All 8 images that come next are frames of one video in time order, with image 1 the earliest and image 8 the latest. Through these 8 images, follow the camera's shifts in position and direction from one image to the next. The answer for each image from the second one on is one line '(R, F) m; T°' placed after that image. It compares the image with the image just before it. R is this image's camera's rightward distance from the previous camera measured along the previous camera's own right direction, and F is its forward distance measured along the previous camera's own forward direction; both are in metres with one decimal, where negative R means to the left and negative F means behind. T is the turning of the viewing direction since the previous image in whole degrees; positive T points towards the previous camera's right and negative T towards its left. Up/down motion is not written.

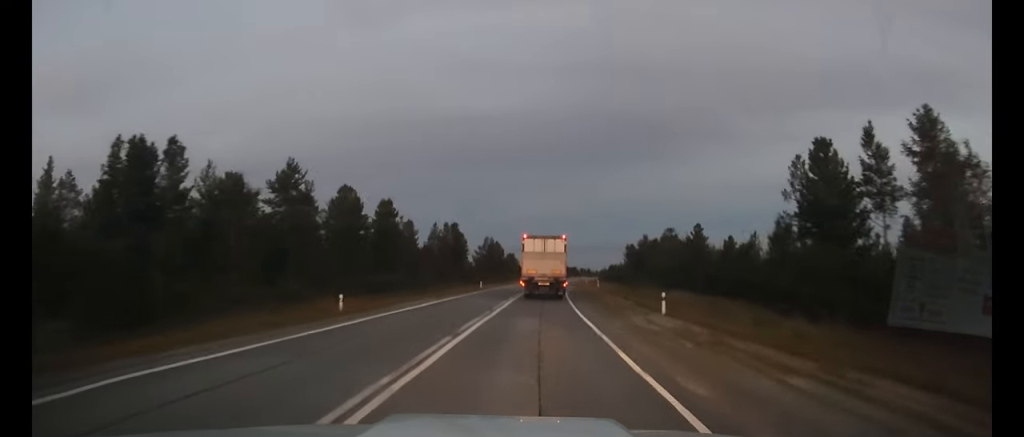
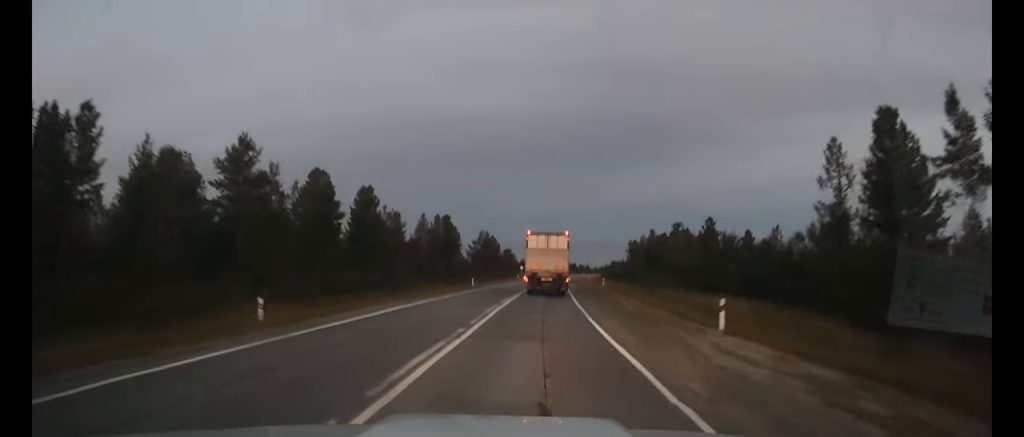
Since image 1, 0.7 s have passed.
(0.0, +7.8) m; 0°
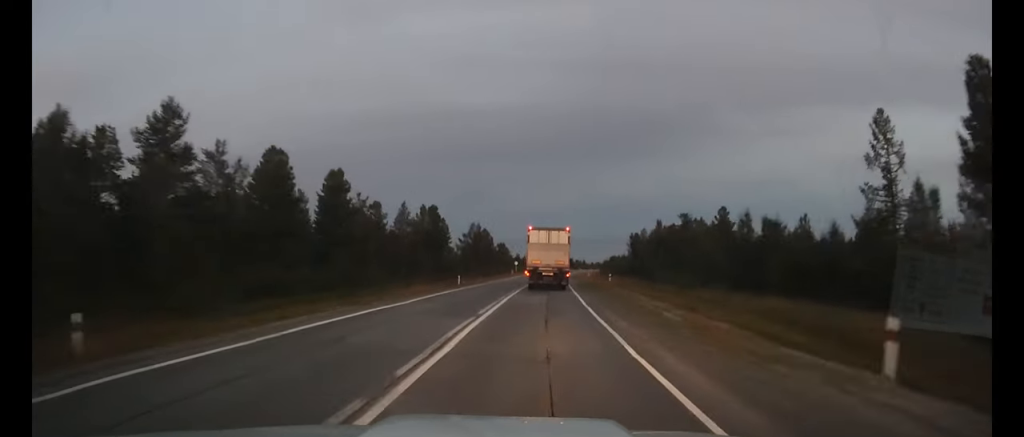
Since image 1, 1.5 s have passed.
(0.0, +8.7) m; 0°
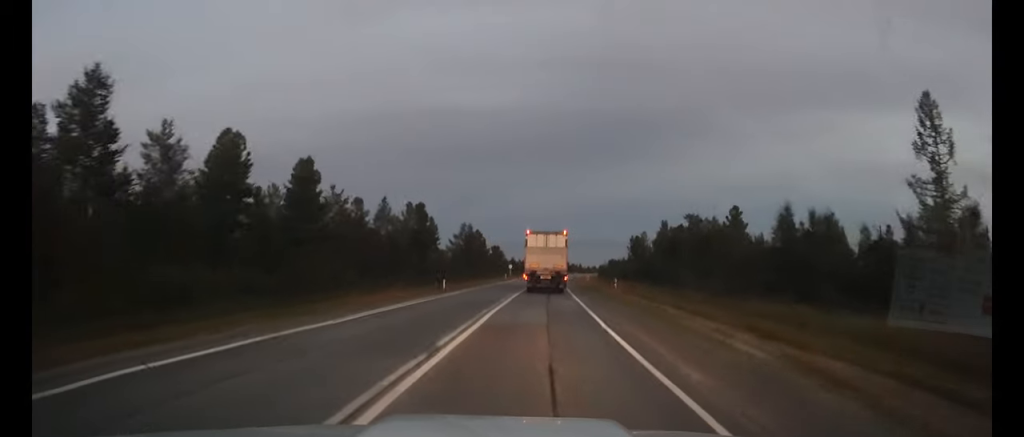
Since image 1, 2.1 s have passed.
(0.0, +6.9) m; 0°
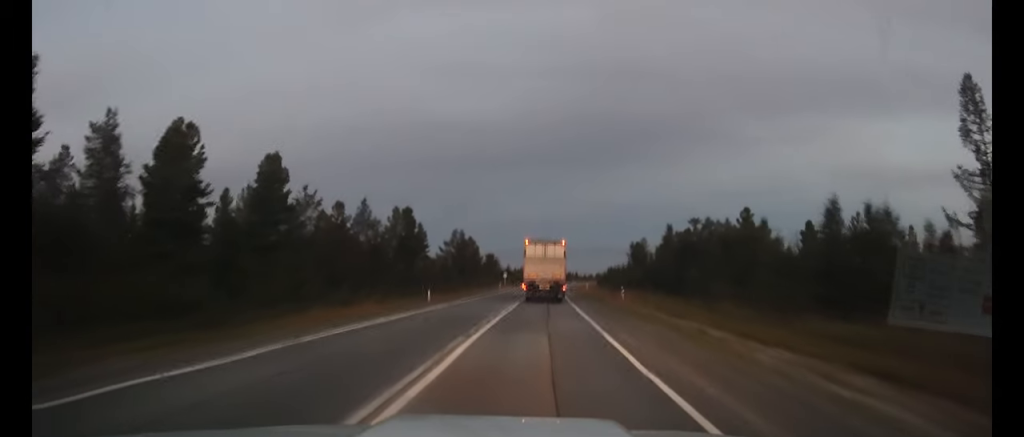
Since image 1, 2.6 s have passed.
(0.0, +5.8) m; 0°
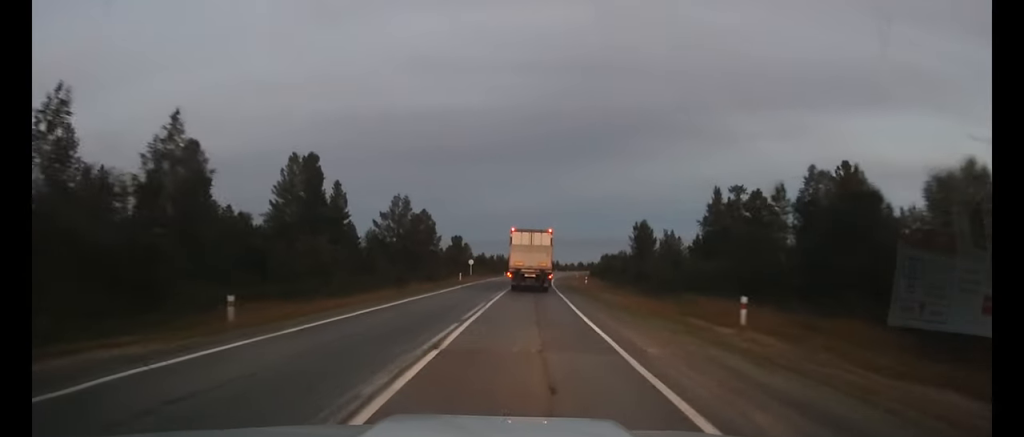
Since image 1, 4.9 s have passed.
(+0.4, +28.3) m; +2°
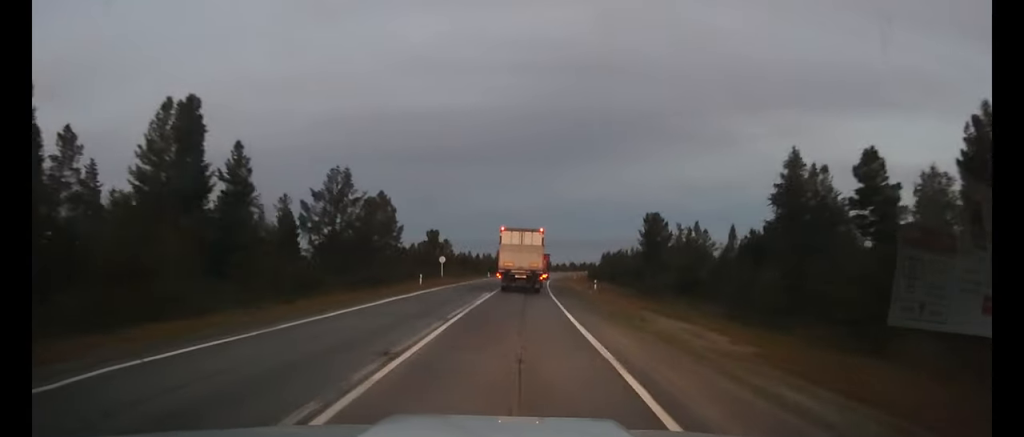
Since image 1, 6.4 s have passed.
(+0.2, +17.9) m; +1°
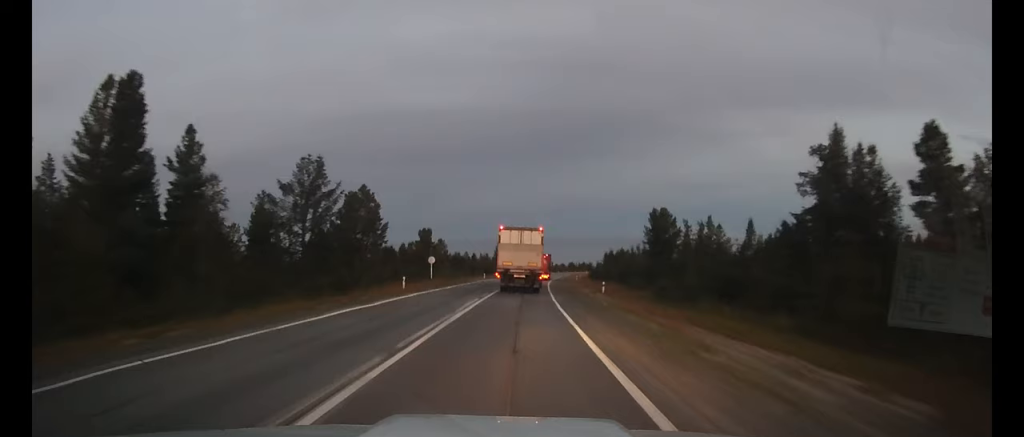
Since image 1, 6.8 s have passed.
(0.0, +5.9) m; 0°
